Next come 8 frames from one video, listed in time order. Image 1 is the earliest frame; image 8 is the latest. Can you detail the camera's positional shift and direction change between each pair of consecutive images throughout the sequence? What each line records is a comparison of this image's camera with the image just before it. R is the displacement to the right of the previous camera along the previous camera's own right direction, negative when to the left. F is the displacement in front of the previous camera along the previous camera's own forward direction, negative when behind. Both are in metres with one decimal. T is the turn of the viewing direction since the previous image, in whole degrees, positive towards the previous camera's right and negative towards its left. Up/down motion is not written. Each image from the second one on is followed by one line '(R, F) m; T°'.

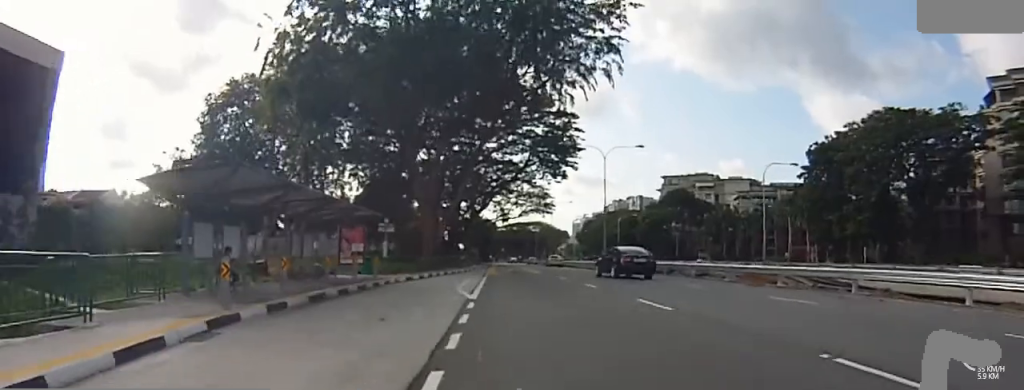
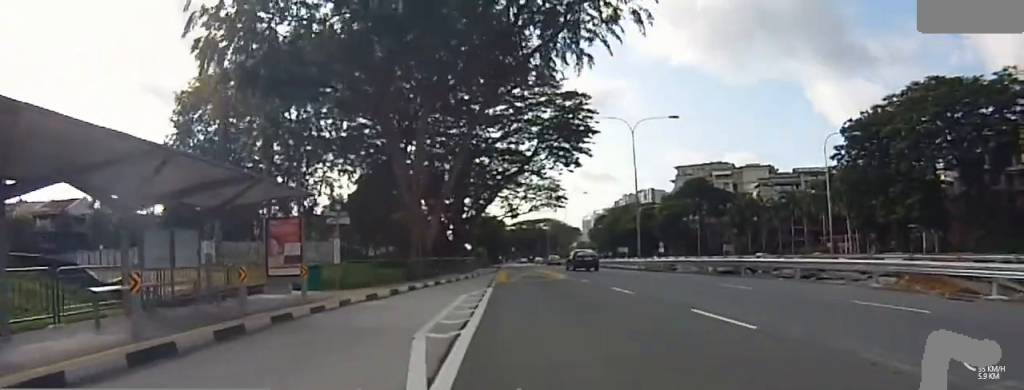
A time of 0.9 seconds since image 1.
(0.0, +8.5) m; 0°
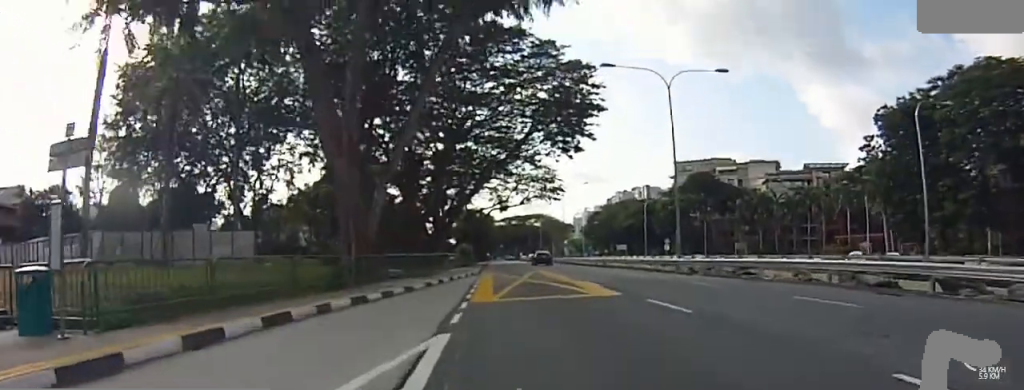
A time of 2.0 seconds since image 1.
(0.0, +10.7) m; +2°
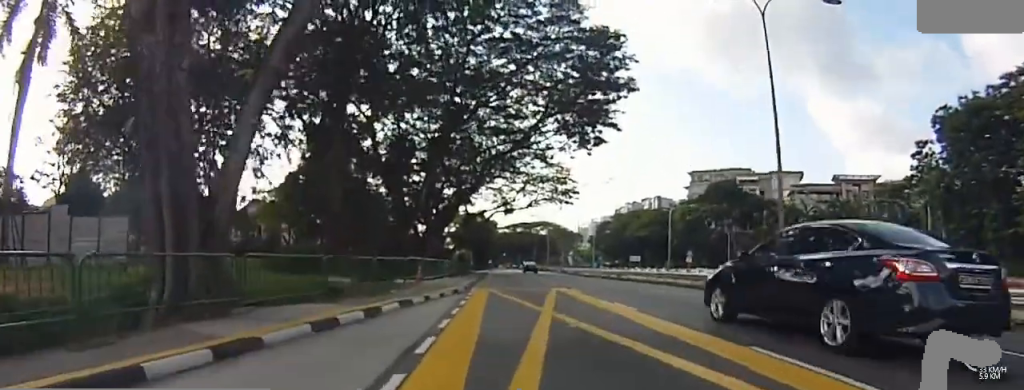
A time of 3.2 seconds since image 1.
(+0.4, +9.8) m; +1°
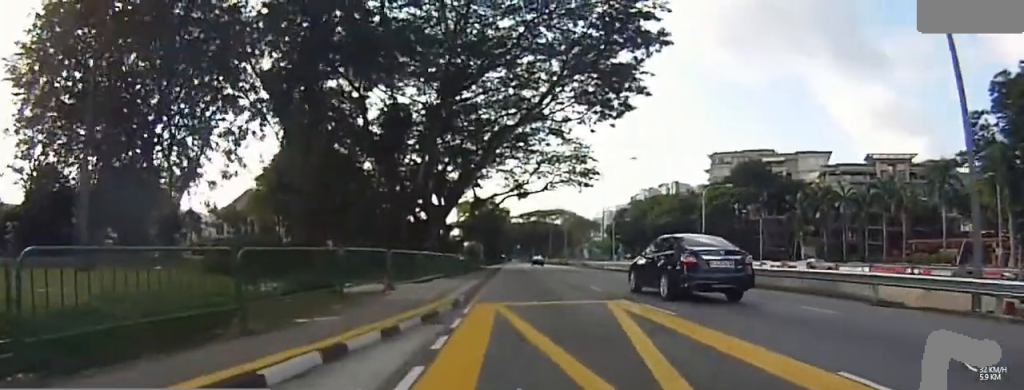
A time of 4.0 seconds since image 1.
(-0.1, +7.4) m; 0°
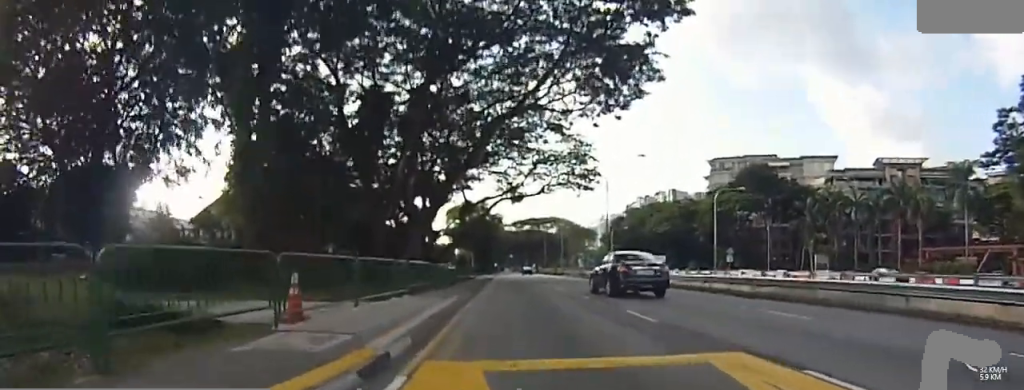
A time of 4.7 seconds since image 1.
(-0.1, +5.4) m; 0°
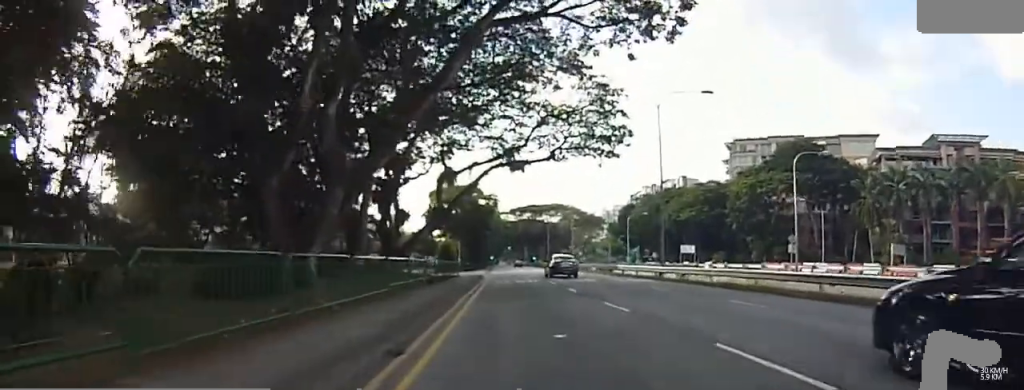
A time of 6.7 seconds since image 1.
(0.0, +16.2) m; +1°
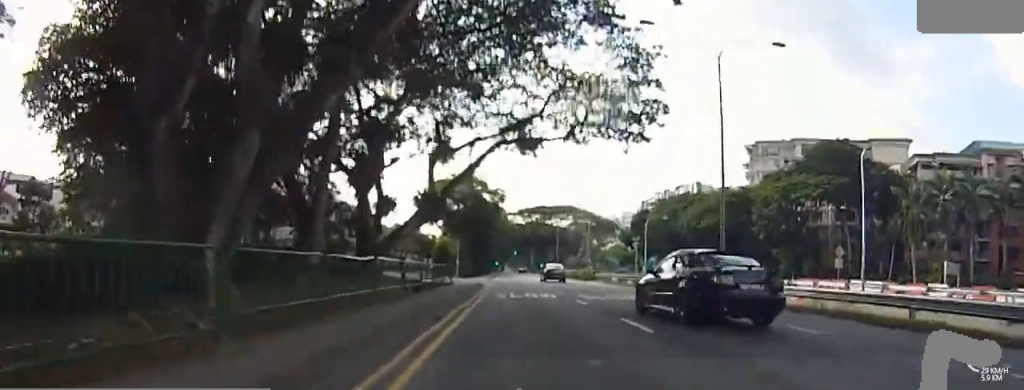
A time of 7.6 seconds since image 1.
(+0.4, +7.1) m; +2°
